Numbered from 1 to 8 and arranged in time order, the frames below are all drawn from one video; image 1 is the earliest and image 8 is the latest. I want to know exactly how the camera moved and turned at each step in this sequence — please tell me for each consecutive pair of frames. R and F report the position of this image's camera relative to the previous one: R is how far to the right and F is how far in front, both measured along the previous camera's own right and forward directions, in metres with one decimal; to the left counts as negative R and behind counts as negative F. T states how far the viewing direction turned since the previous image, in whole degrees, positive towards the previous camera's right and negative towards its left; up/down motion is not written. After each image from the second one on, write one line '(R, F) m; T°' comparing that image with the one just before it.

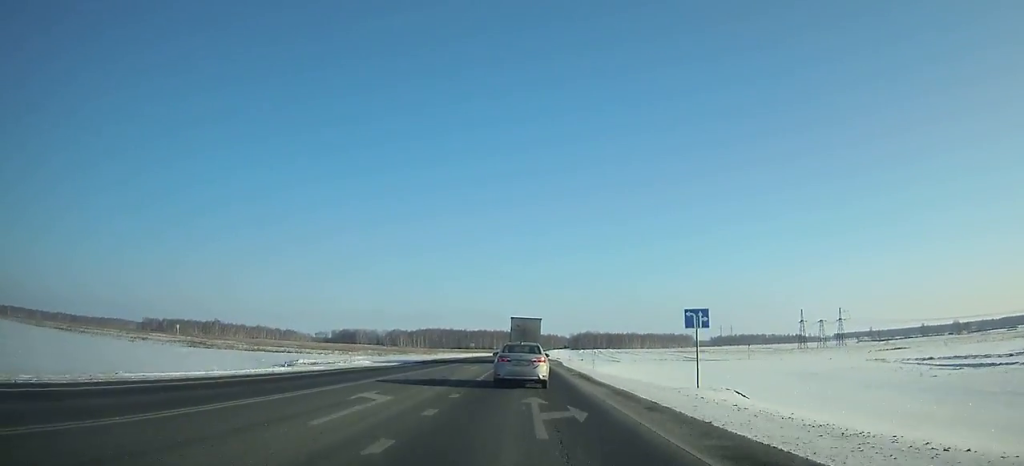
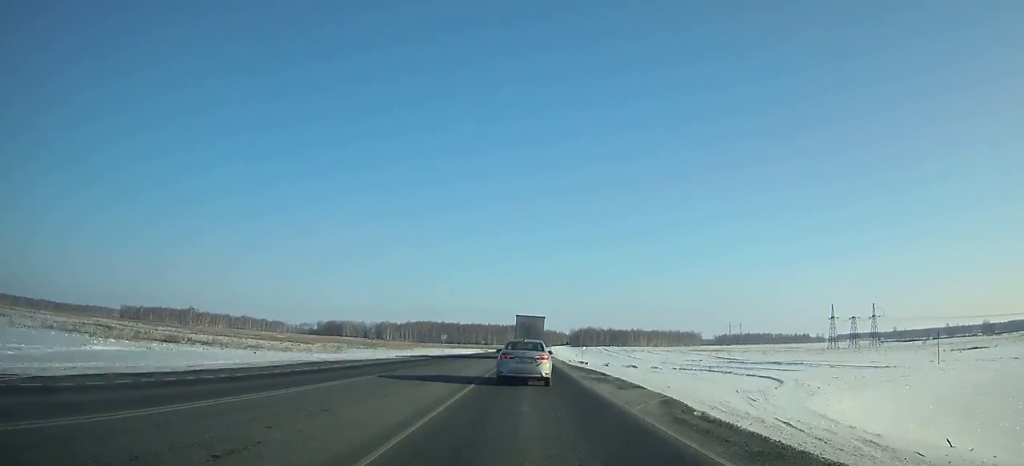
(0.0, +43.6) m; 0°
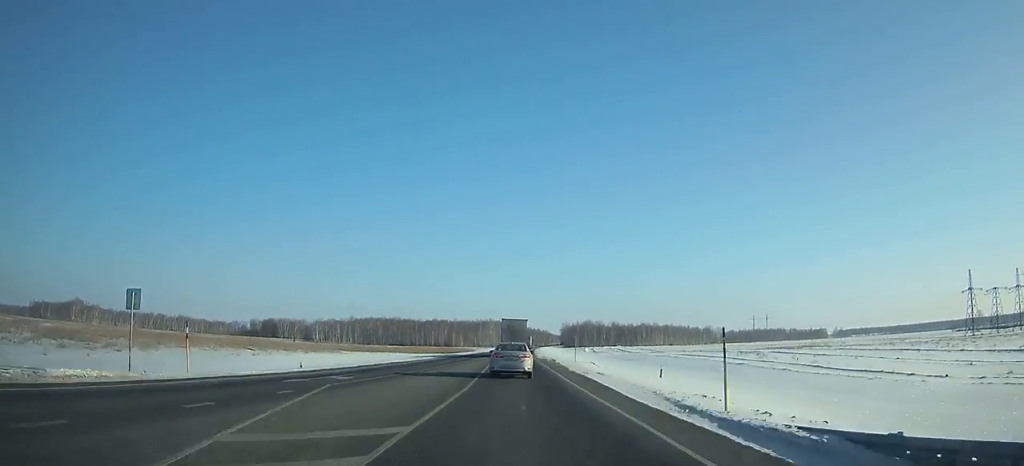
(+2.2, +134.5) m; +1°
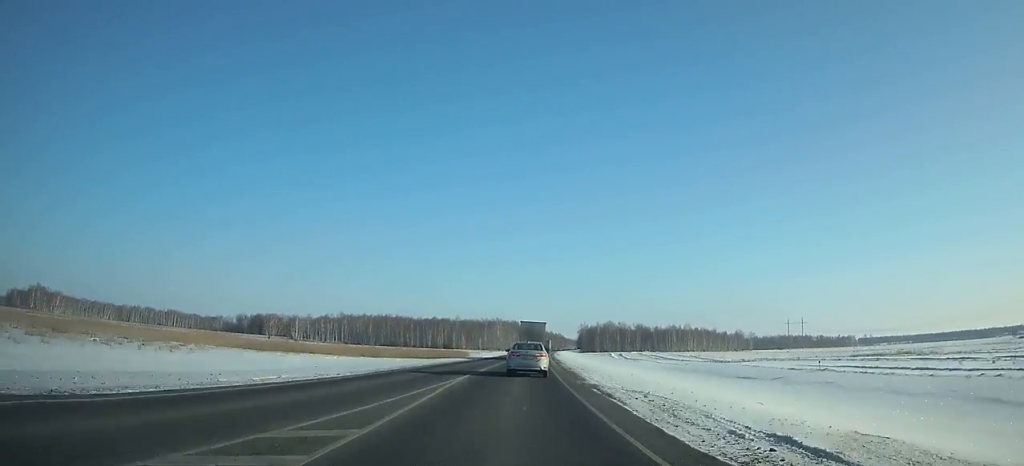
(-0.1, +52.1) m; 0°
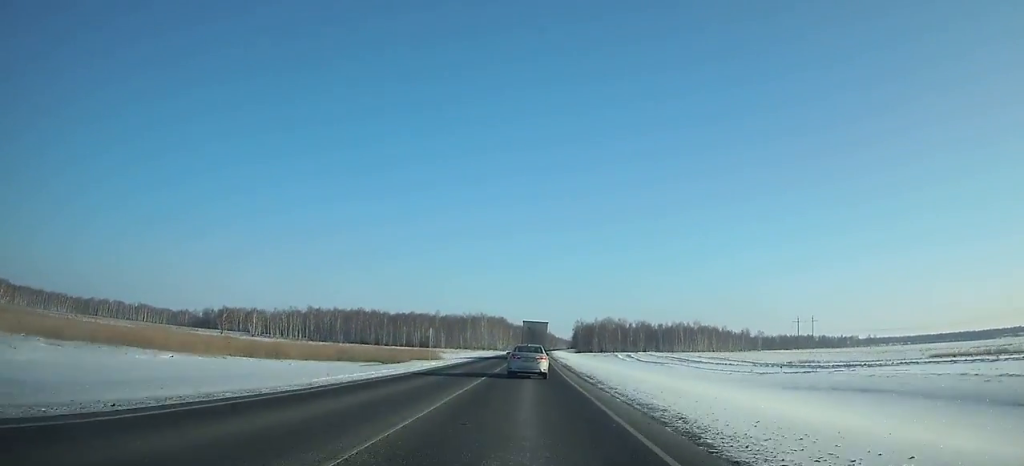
(+0.3, +41.6) m; +1°
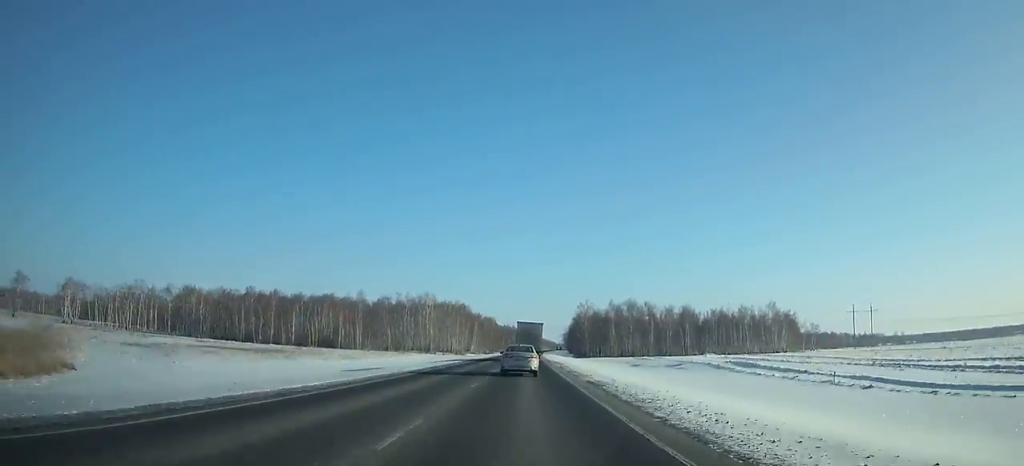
(+2.2, +119.8) m; +2°
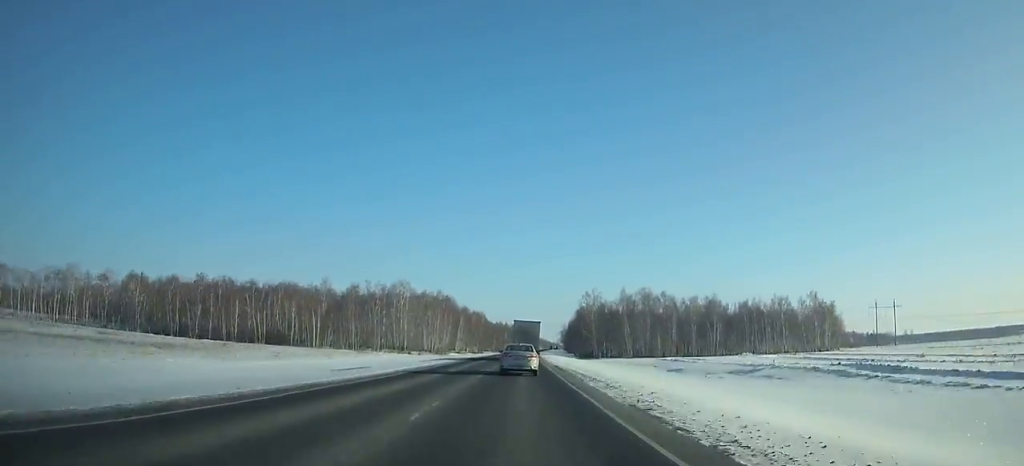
(+0.2, +33.2) m; 0°
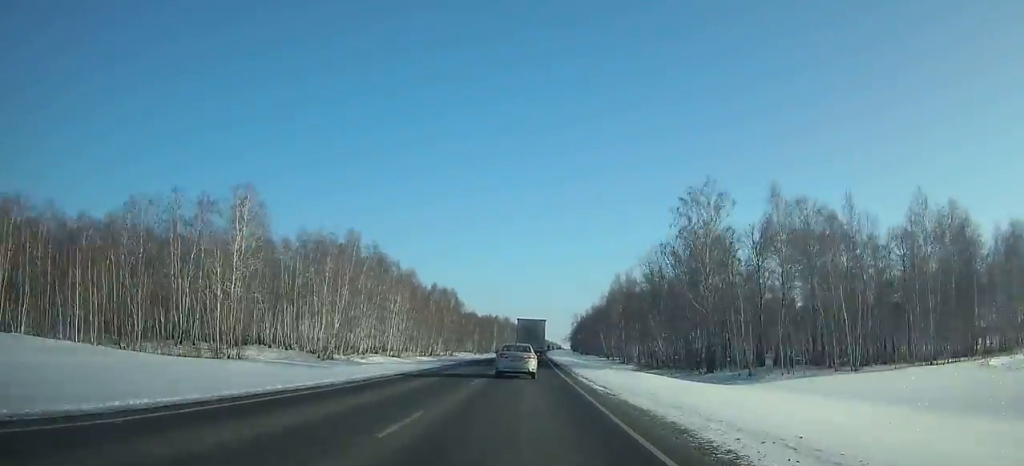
(+0.5, +94.6) m; +1°
